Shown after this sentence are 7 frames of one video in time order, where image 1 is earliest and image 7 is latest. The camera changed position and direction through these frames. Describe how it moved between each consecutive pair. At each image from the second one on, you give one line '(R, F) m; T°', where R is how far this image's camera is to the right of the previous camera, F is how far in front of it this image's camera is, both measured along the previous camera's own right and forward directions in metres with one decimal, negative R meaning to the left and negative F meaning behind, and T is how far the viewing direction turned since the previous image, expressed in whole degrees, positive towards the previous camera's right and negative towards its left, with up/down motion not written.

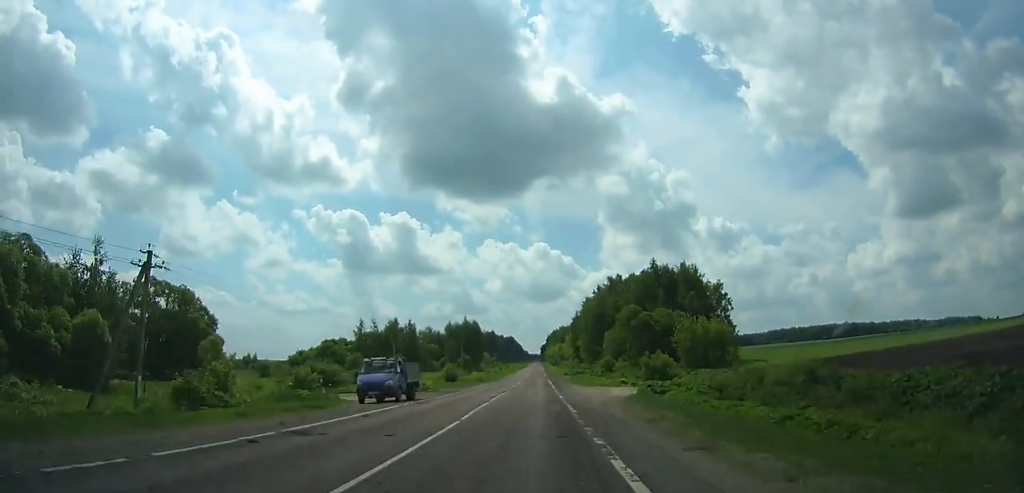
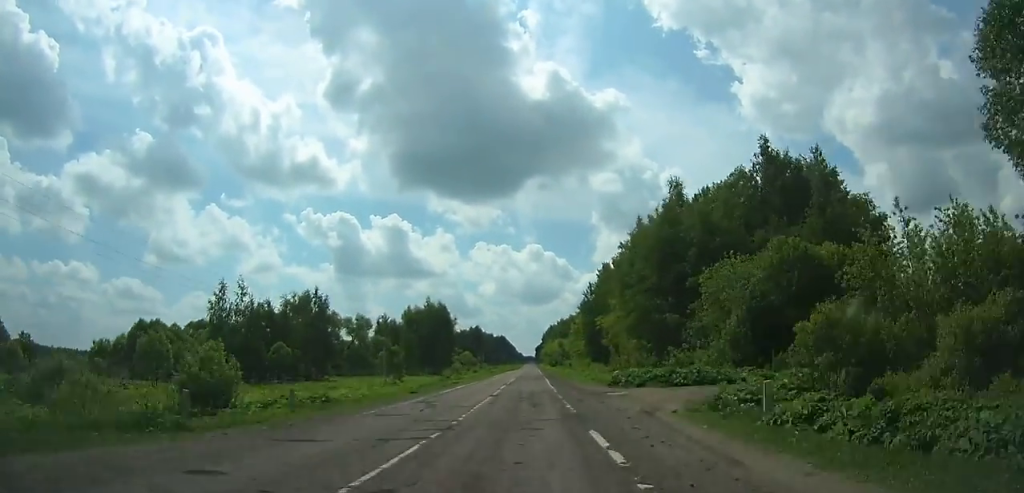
(+1.0, +68.4) m; -1°
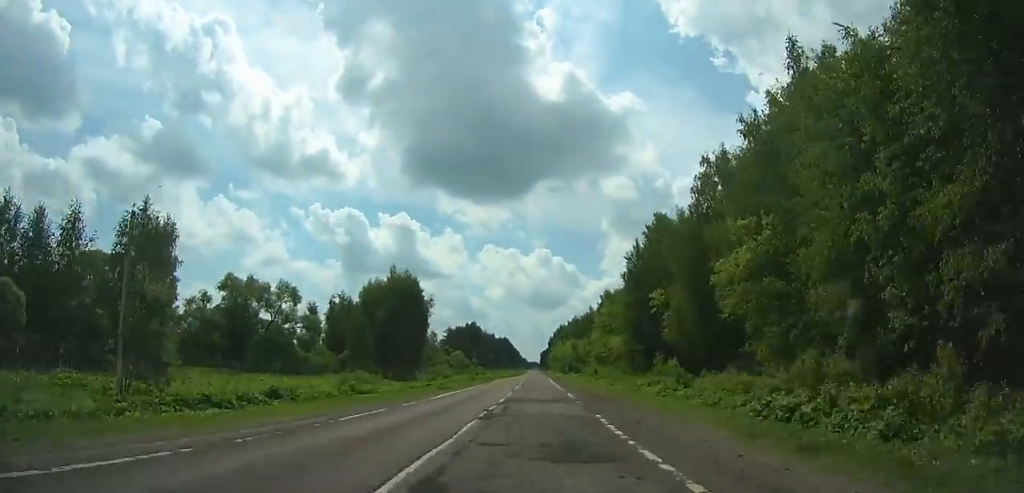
(-2.3, +47.6) m; -1°
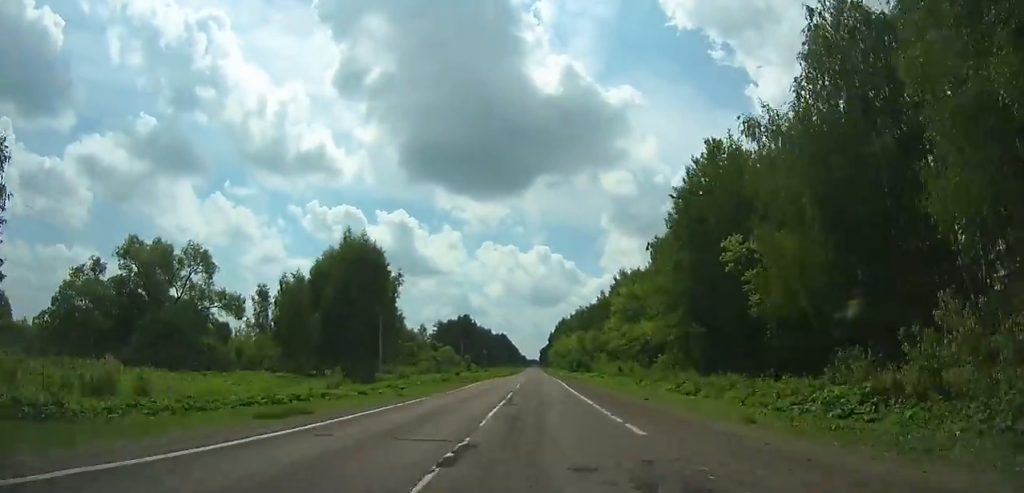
(+0.5, +27.7) m; +1°
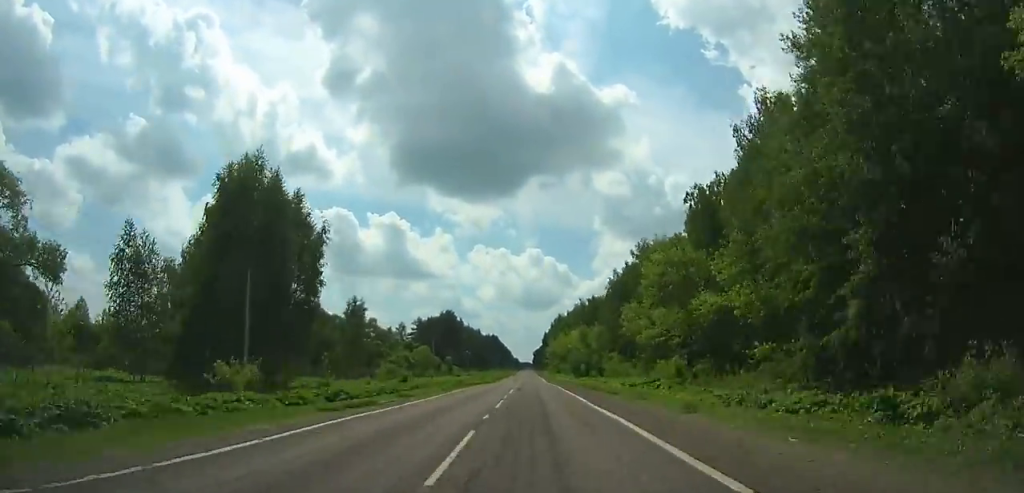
(+0.4, +30.0) m; +1°
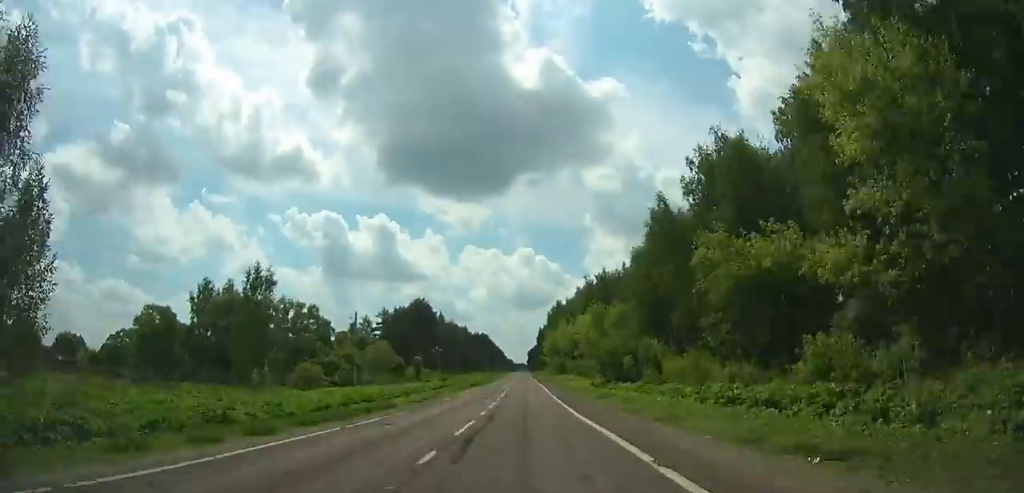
(+0.3, +42.3) m; 0°
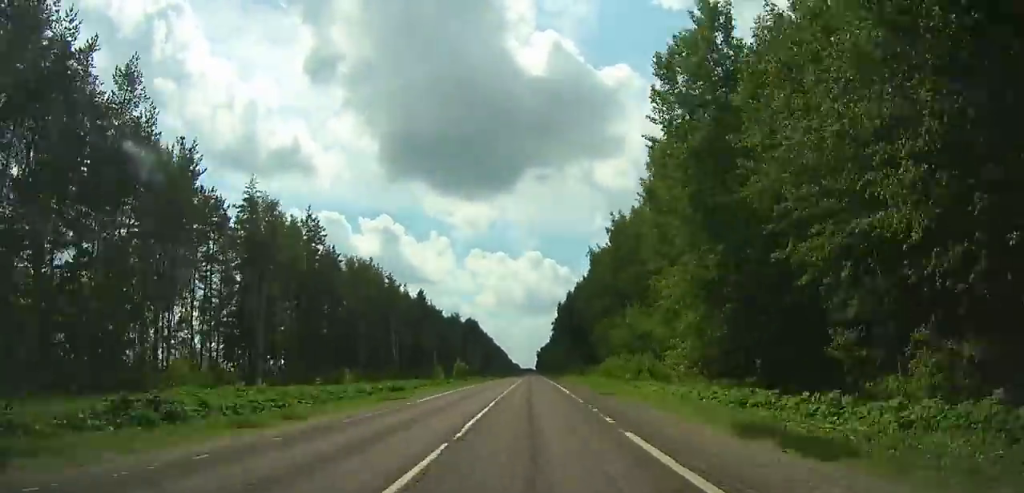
(-0.5, +153.4) m; 0°
